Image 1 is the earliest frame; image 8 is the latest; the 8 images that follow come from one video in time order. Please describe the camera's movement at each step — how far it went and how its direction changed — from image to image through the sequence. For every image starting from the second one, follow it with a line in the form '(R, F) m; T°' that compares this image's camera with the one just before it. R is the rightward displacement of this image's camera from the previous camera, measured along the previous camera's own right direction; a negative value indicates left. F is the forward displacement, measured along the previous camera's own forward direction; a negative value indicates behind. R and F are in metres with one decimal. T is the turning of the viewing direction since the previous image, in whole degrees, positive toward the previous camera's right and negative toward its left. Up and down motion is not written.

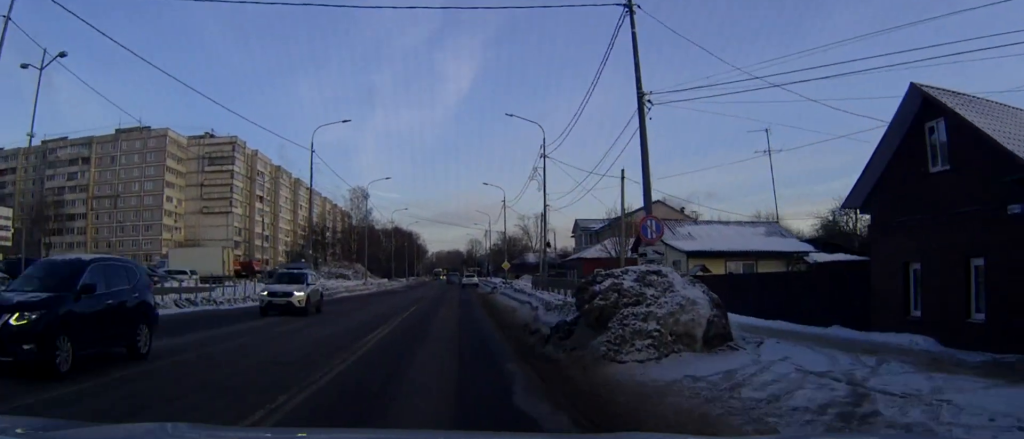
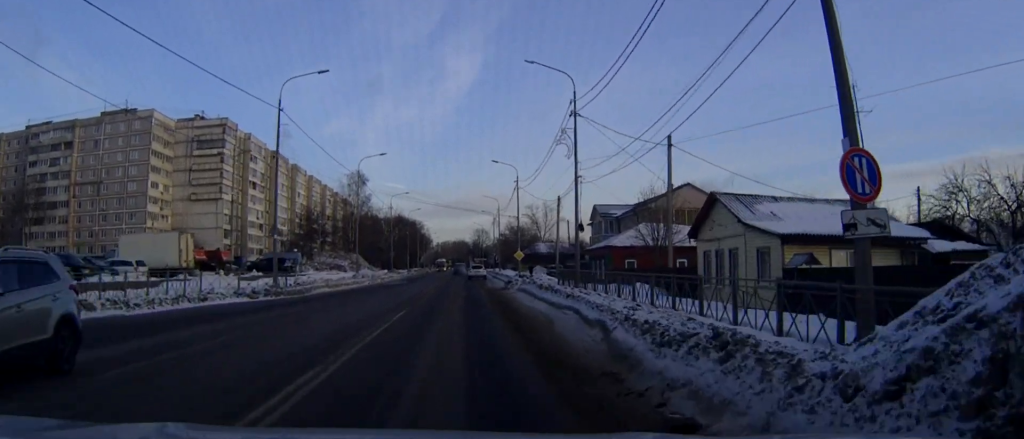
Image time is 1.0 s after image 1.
(0.0, +9.9) m; 0°
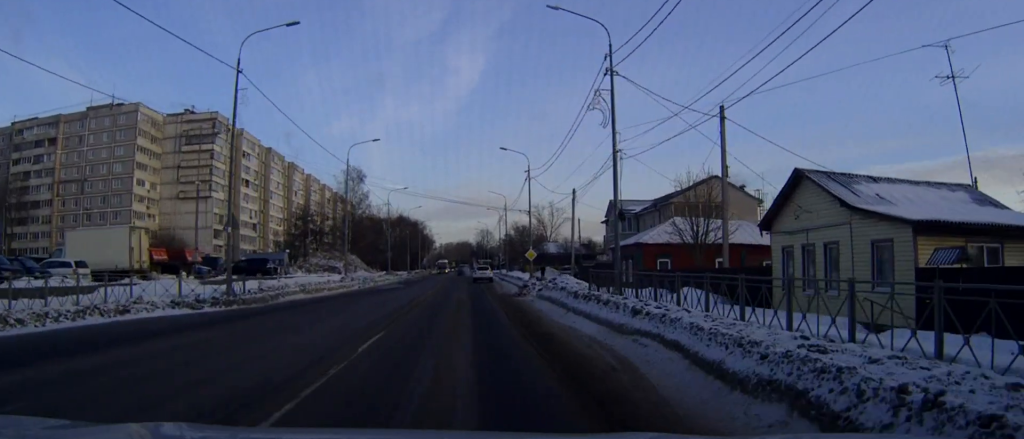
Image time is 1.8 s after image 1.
(-0.1, +7.9) m; 0°
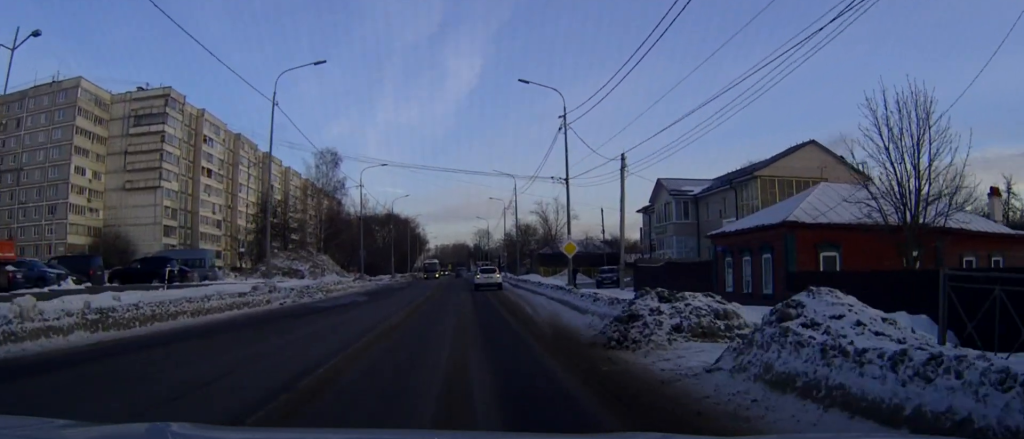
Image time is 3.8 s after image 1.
(+0.1, +22.3) m; 0°
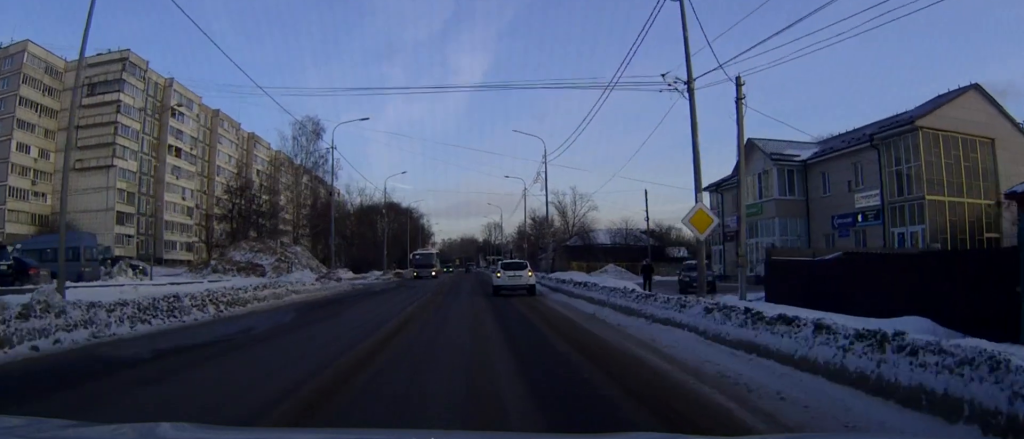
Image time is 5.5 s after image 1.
(-0.2, +19.0) m; -1°
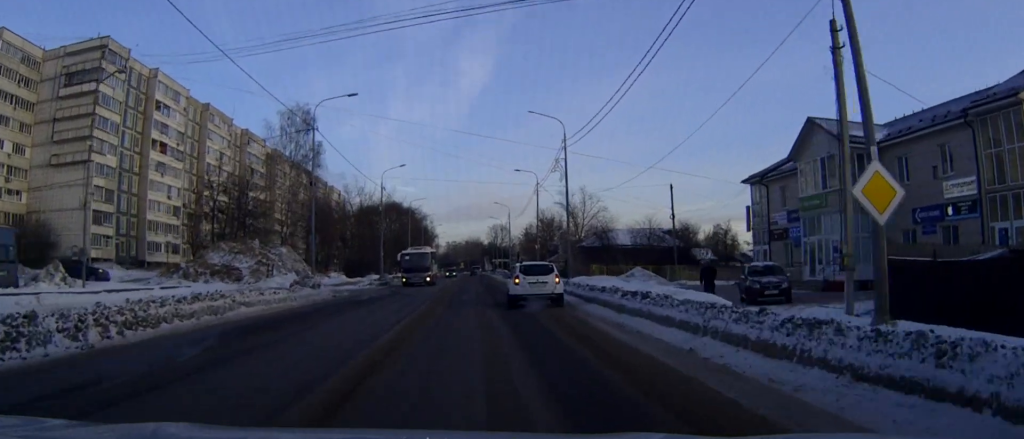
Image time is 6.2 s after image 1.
(0.0, +7.8) m; 0°
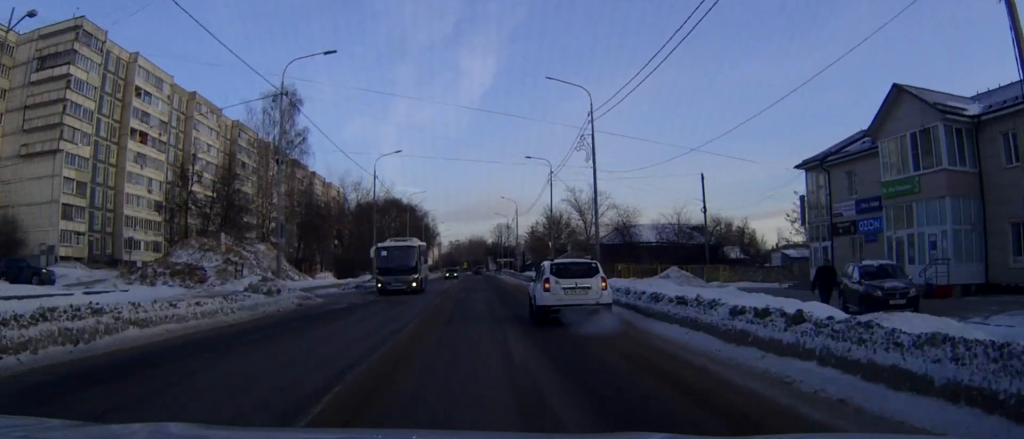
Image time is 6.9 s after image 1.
(0.0, +8.3) m; 0°
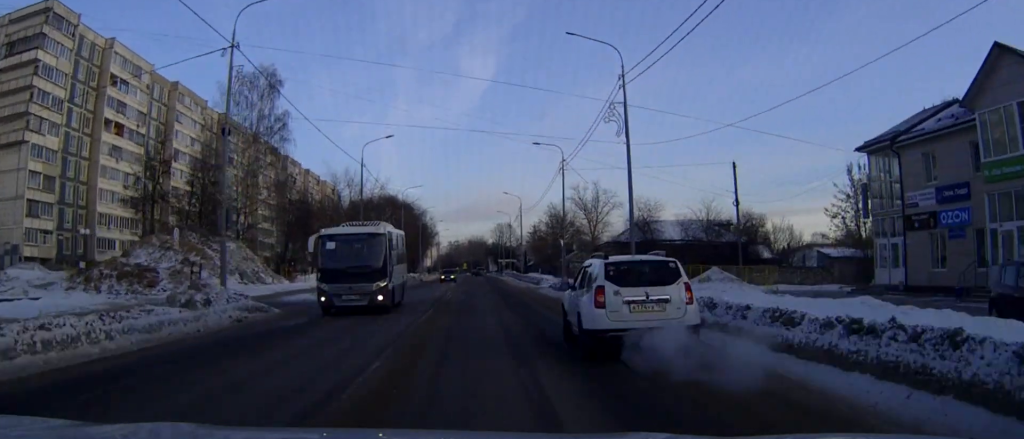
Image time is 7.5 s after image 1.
(0.0, +7.6) m; 0°
